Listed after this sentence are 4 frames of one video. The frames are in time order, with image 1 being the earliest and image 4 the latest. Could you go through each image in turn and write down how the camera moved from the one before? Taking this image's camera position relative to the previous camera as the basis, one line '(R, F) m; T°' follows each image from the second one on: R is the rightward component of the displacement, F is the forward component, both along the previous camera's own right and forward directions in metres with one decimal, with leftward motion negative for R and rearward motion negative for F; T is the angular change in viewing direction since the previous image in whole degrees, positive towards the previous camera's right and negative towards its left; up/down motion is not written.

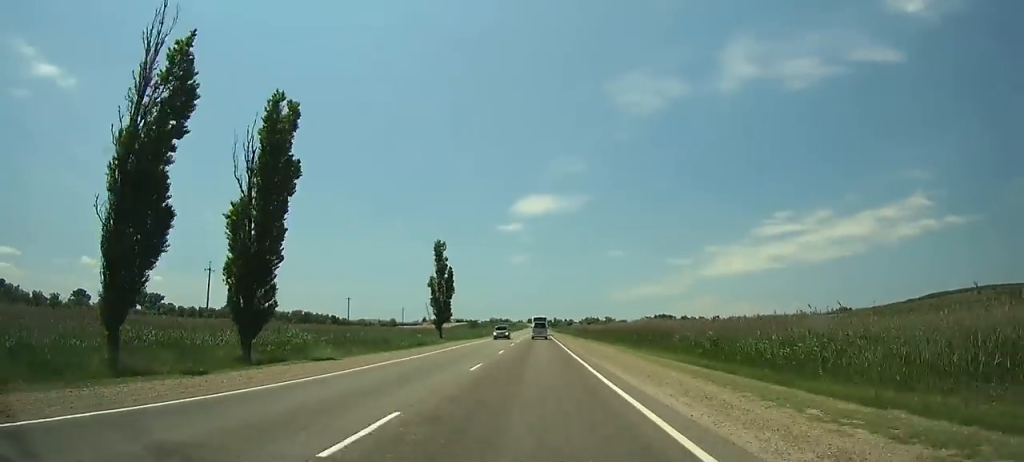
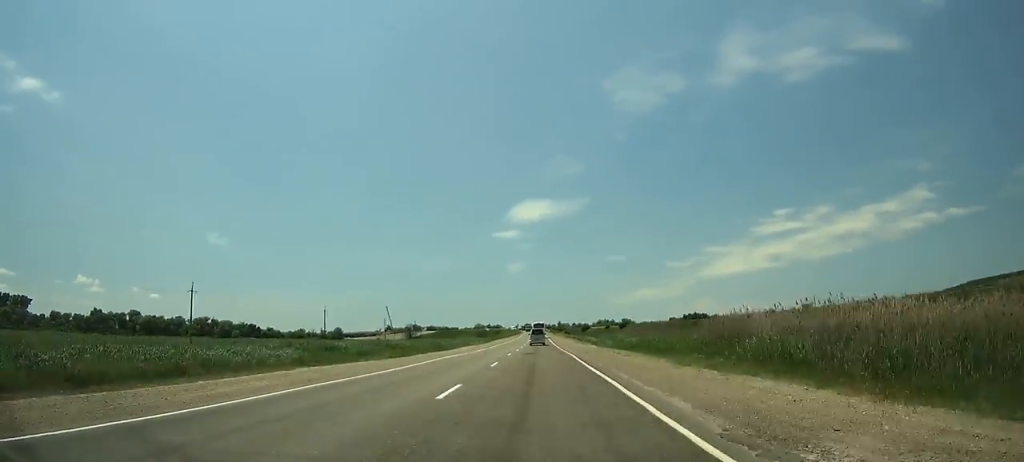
(-0.5, +221.2) m; 0°
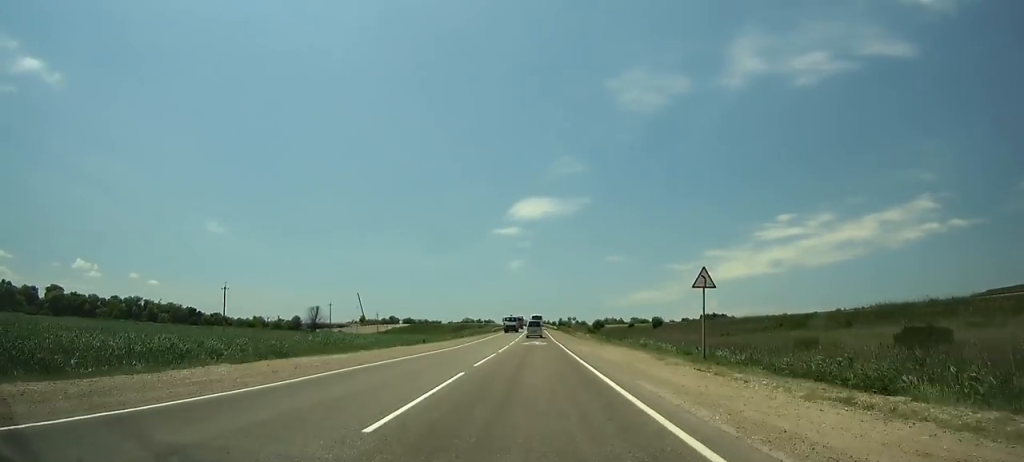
(-0.2, +100.1) m; 0°
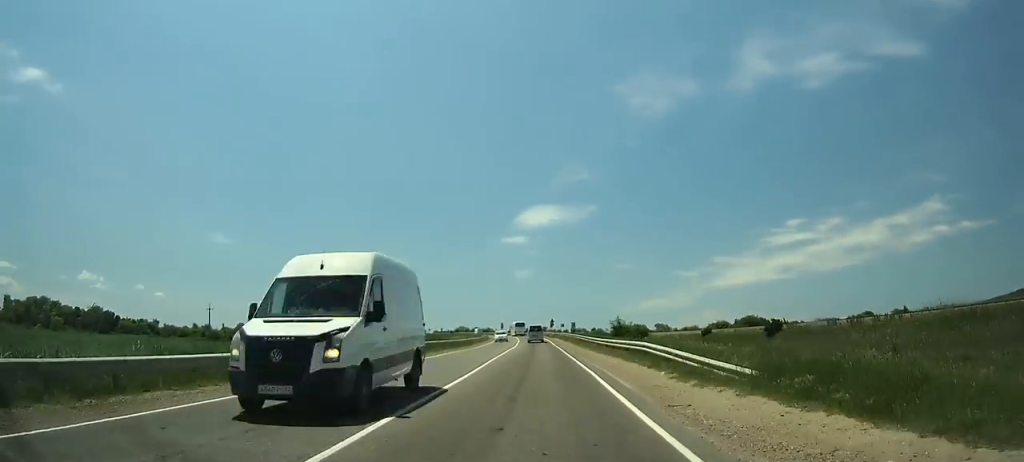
(-0.4, +108.9) m; -1°
